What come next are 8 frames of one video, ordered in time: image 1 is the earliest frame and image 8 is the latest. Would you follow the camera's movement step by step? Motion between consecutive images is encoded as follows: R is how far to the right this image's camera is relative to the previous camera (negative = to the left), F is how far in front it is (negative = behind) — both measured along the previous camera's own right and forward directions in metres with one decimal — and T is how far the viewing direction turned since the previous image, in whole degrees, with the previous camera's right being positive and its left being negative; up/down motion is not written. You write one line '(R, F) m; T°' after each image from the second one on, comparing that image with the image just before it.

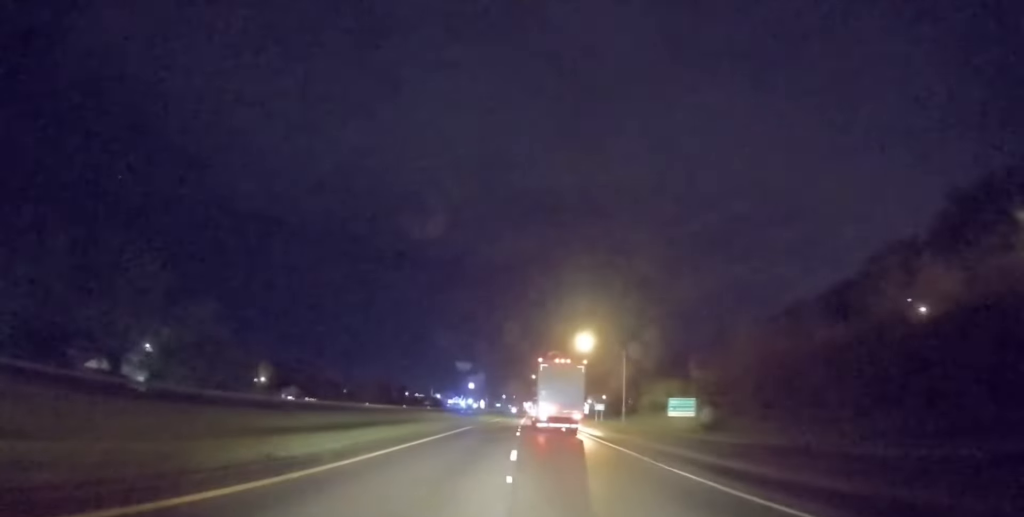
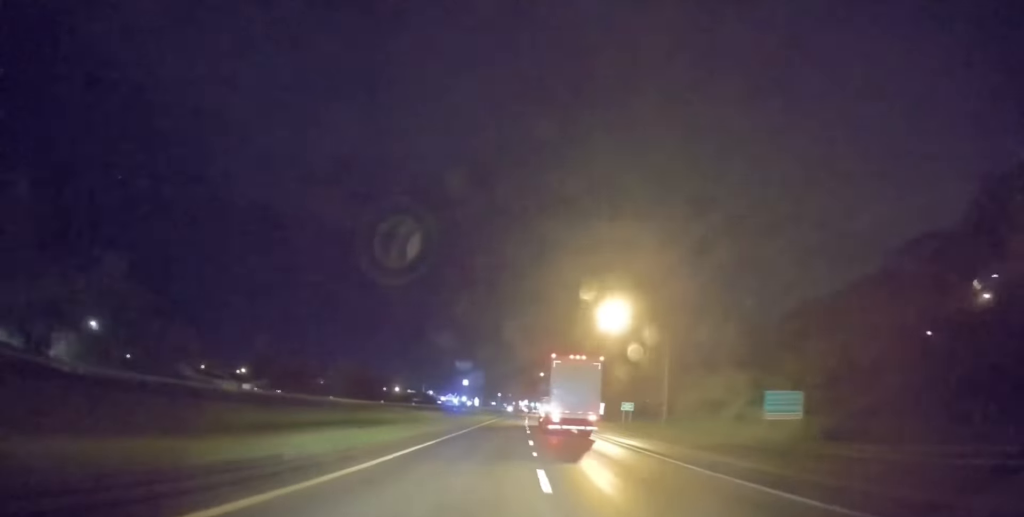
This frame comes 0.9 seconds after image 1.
(-0.3, +20.6) m; -1°
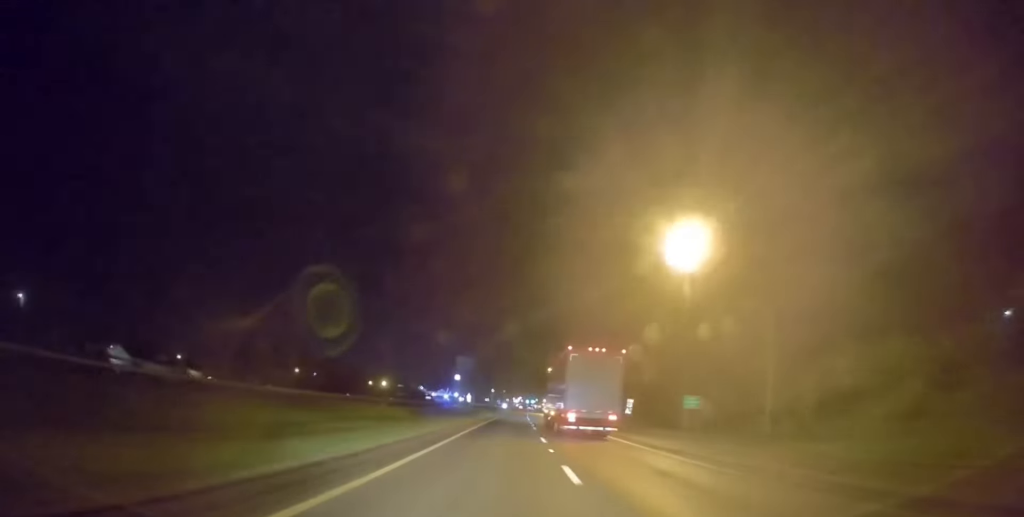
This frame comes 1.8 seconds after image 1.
(0.0, +21.6) m; 0°
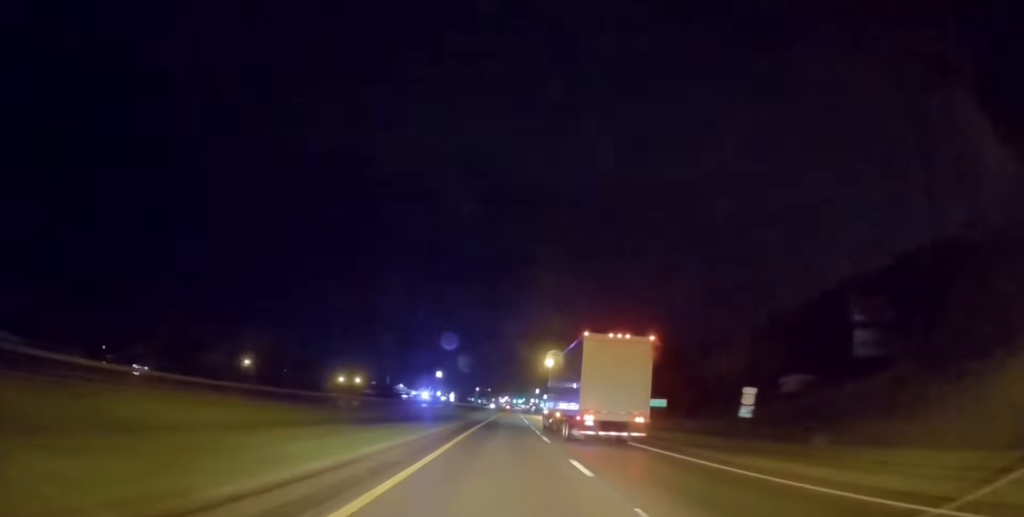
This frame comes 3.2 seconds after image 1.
(-0.4, +34.2) m; +1°
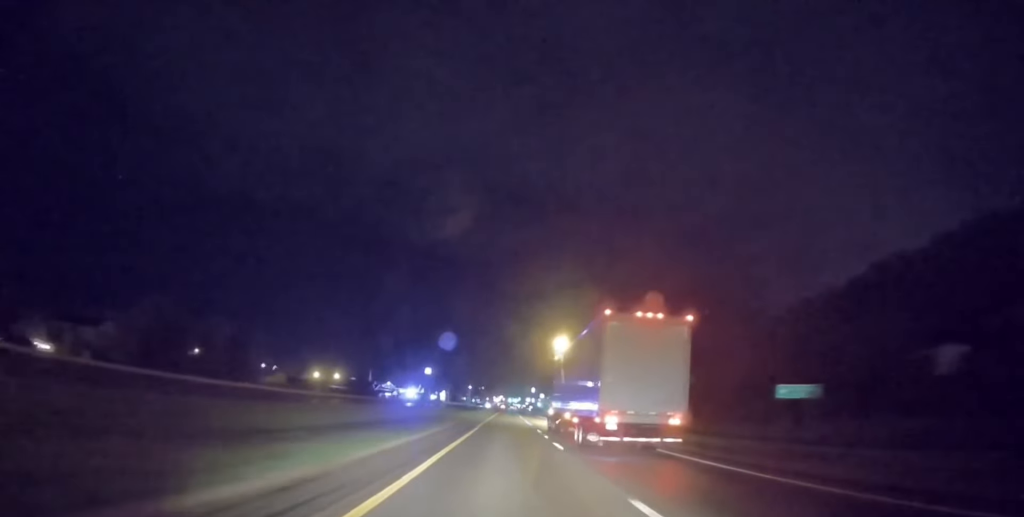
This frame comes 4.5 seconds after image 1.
(+1.1, +31.2) m; +2°
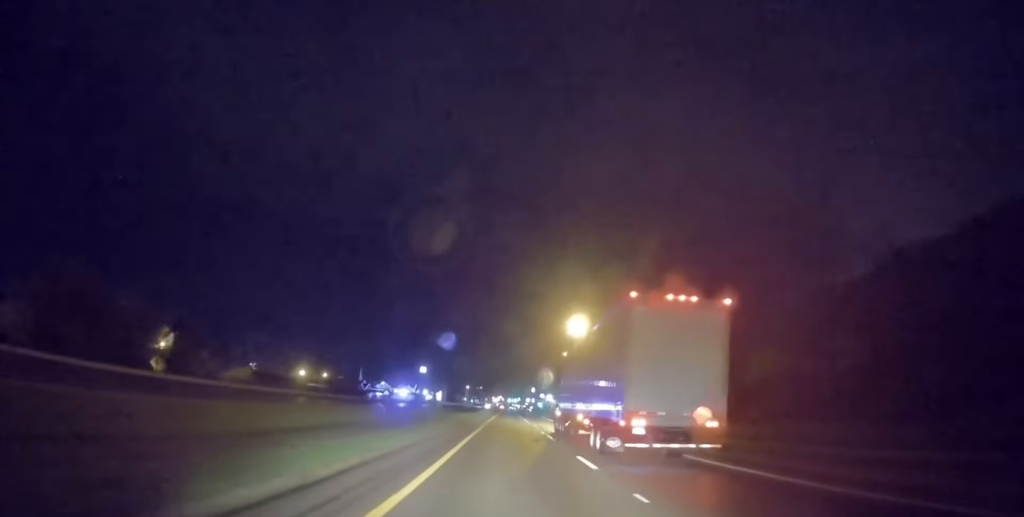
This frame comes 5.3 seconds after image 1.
(-0.1, +18.0) m; -1°
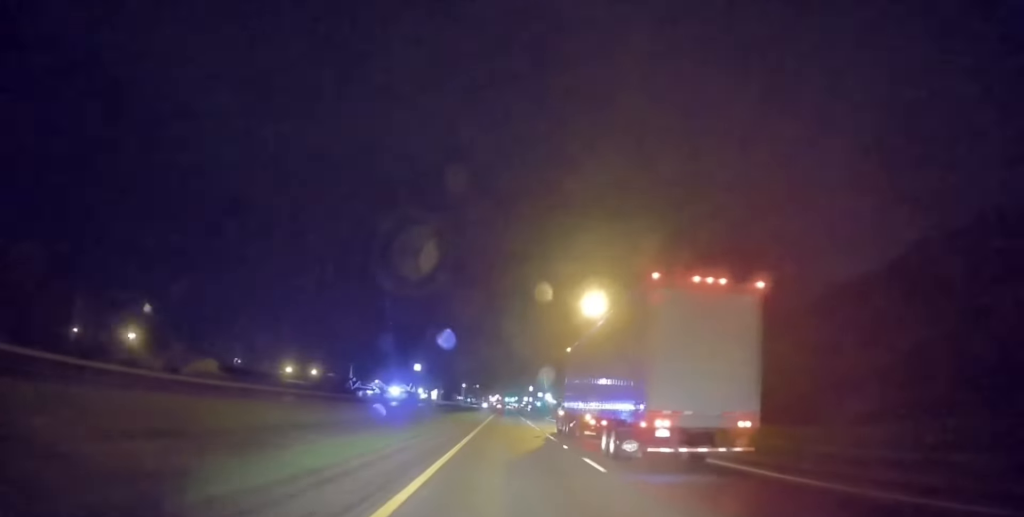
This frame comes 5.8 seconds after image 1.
(-0.1, +12.7) m; 0°
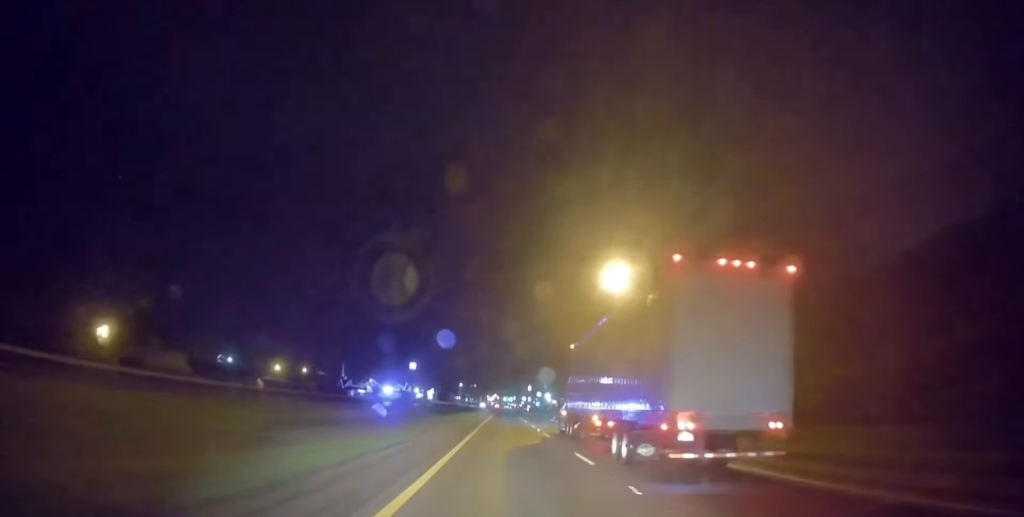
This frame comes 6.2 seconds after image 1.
(-0.1, +11.0) m; 0°
